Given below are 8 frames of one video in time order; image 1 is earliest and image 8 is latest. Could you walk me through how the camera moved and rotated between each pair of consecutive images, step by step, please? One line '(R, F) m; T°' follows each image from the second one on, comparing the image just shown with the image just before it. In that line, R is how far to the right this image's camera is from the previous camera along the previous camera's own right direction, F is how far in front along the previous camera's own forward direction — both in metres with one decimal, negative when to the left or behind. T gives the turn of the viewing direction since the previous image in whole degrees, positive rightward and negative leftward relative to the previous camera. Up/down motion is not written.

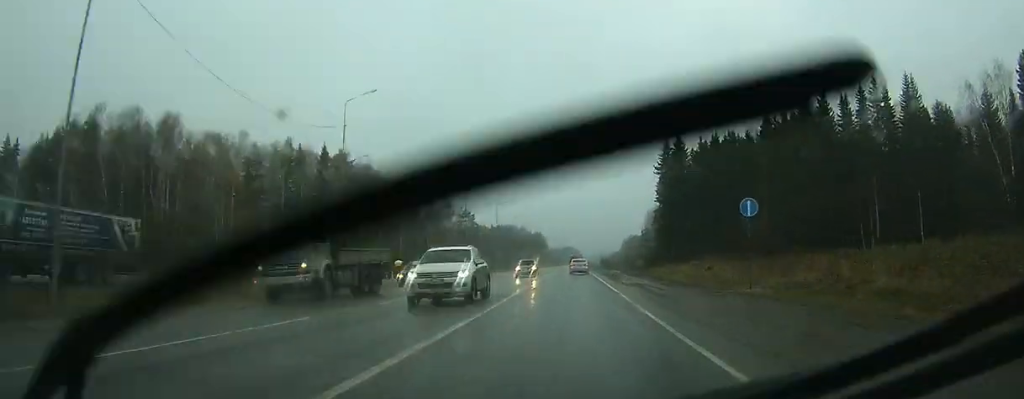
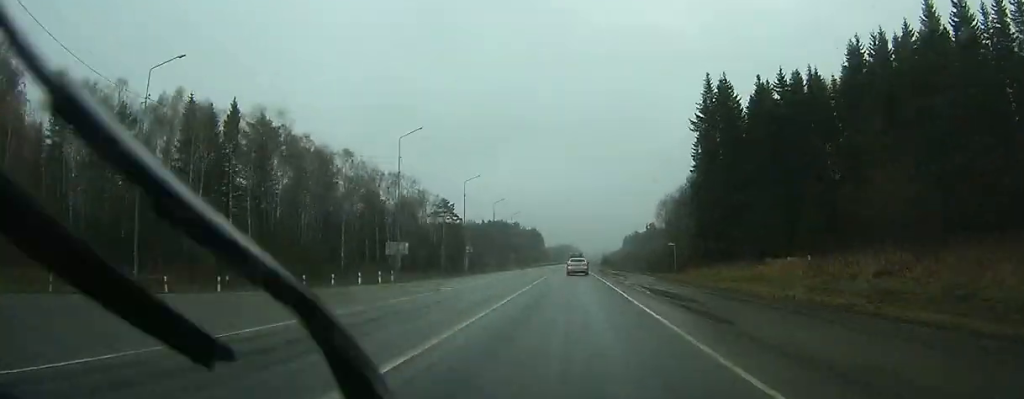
(0.0, +32.5) m; 0°
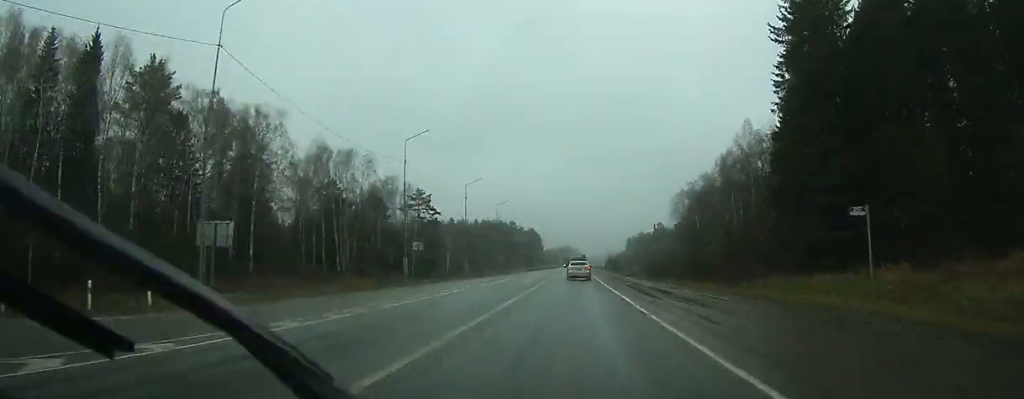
(0.0, +29.2) m; 0°
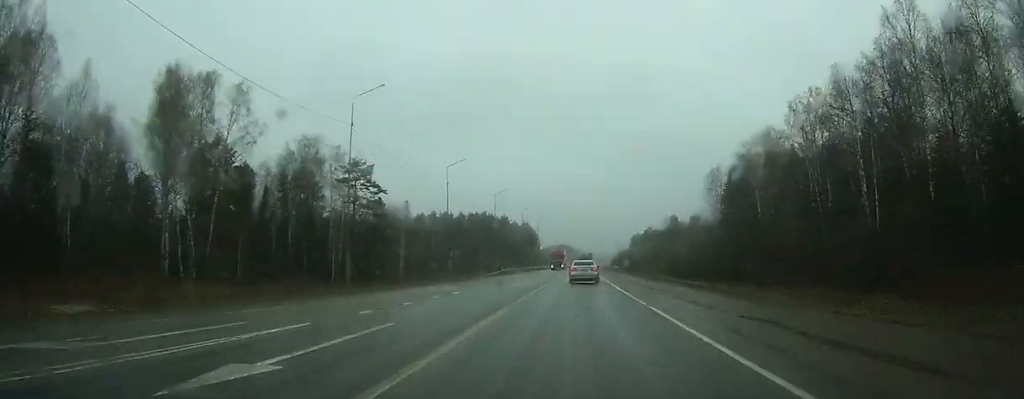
(-0.1, +41.4) m; 0°
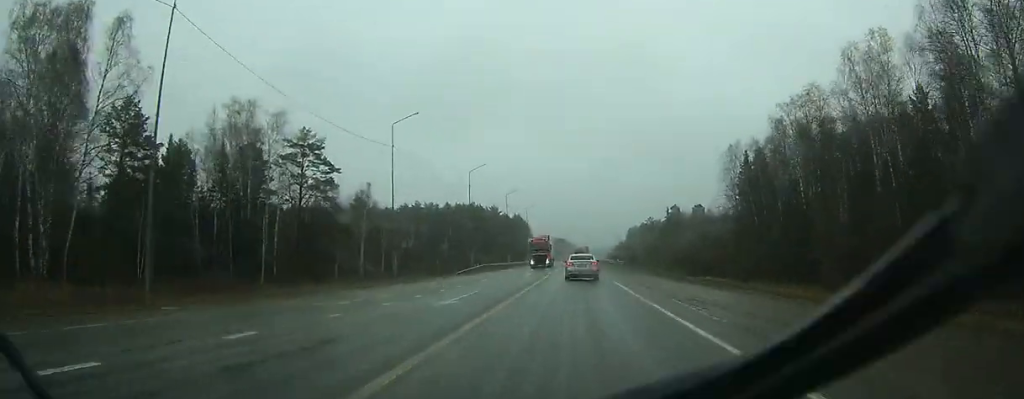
(+0.1, +17.6) m; 0°
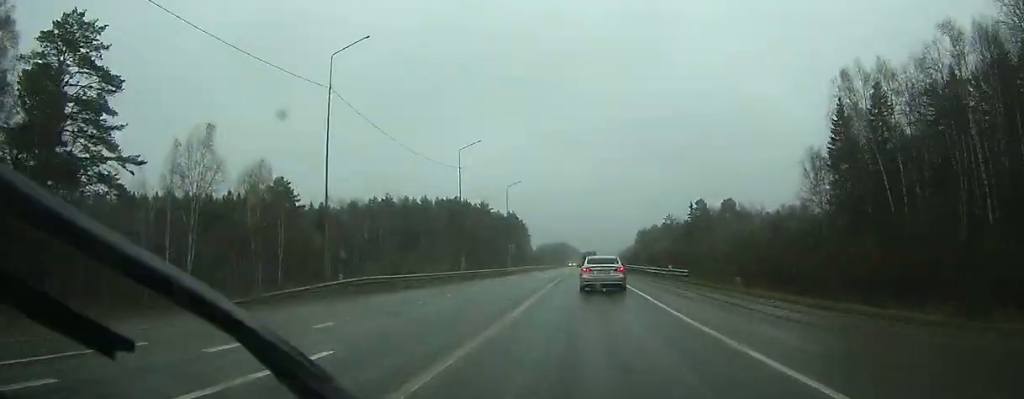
(+0.2, +44.1) m; 0°
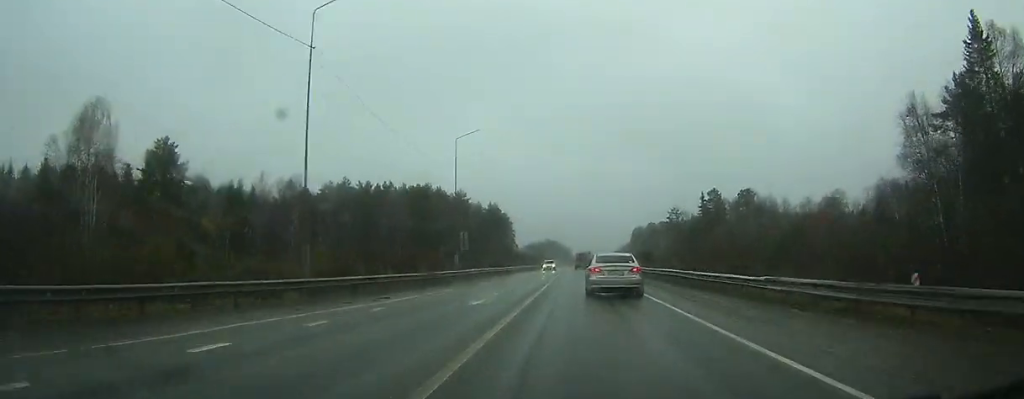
(-0.1, +32.6) m; 0°
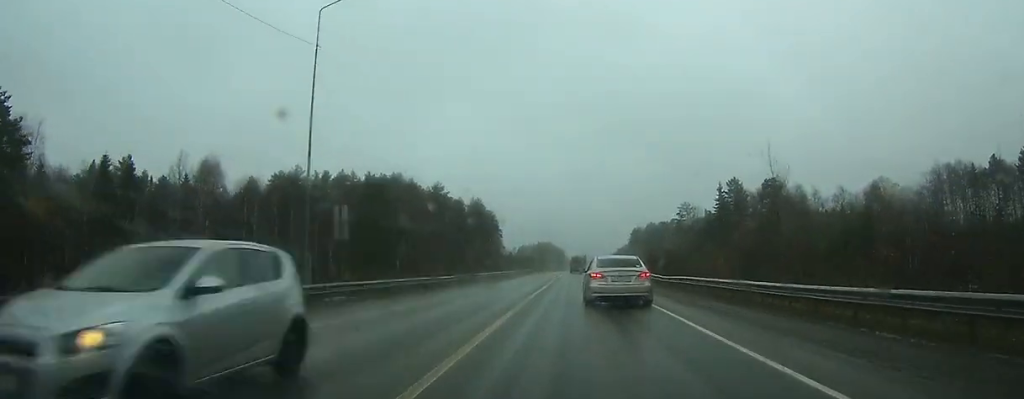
(0.0, +29.2) m; 0°
